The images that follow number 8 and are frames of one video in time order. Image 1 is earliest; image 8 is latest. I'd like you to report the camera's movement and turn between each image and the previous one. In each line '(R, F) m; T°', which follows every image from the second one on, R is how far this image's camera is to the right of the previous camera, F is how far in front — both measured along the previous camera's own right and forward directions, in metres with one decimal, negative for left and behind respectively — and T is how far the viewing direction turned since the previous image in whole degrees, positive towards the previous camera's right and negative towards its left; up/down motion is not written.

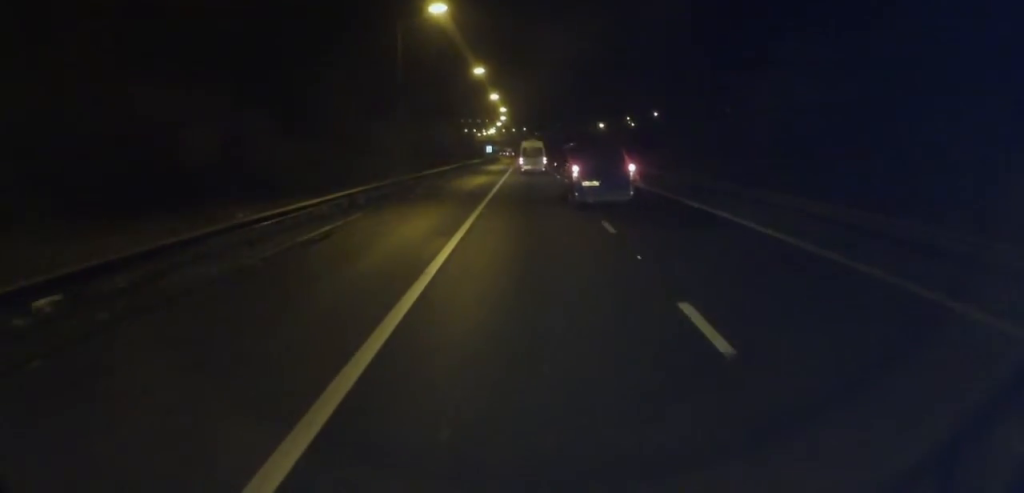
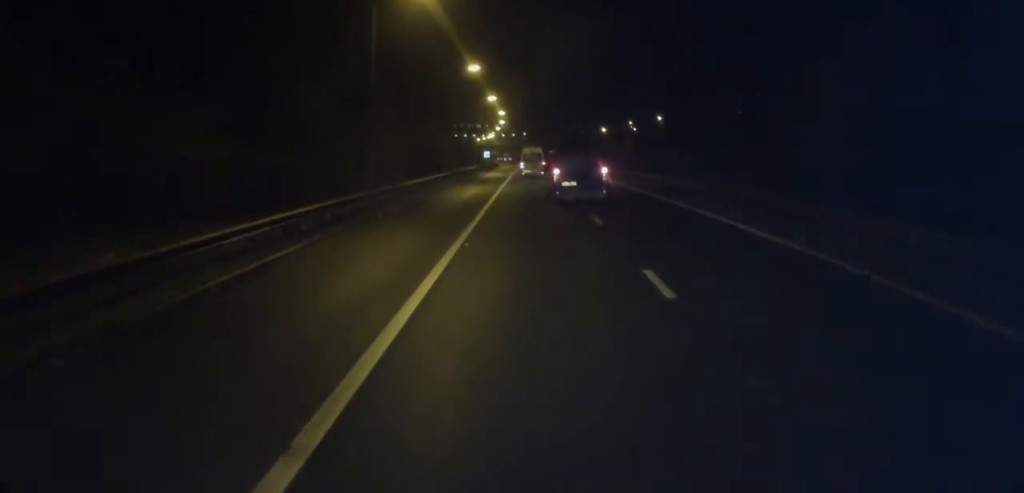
(0.0, +6.2) m; 0°
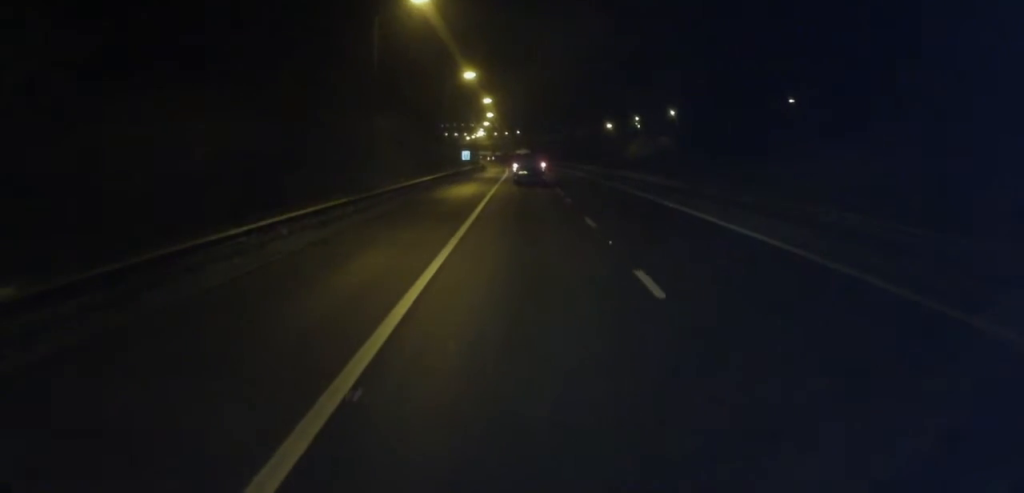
(+1.0, +26.5) m; +2°
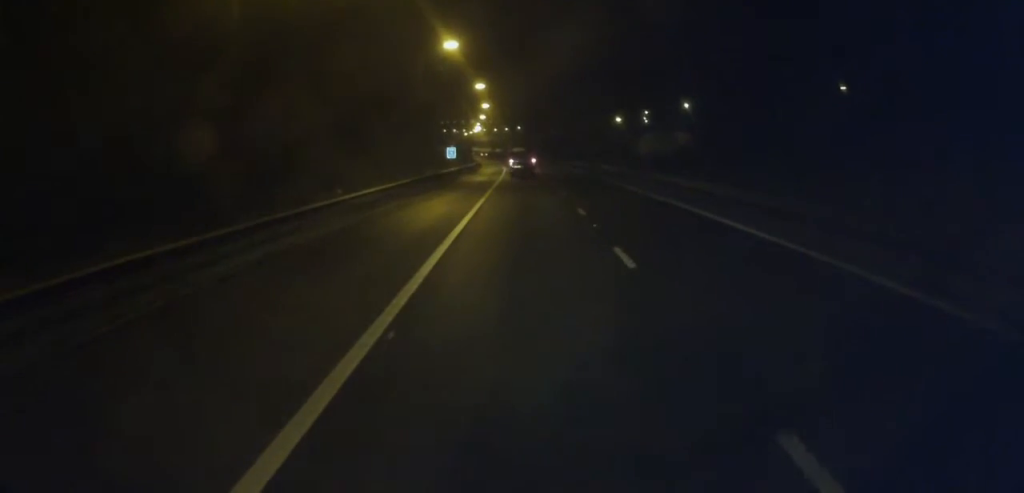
(-0.6, +15.2) m; -1°
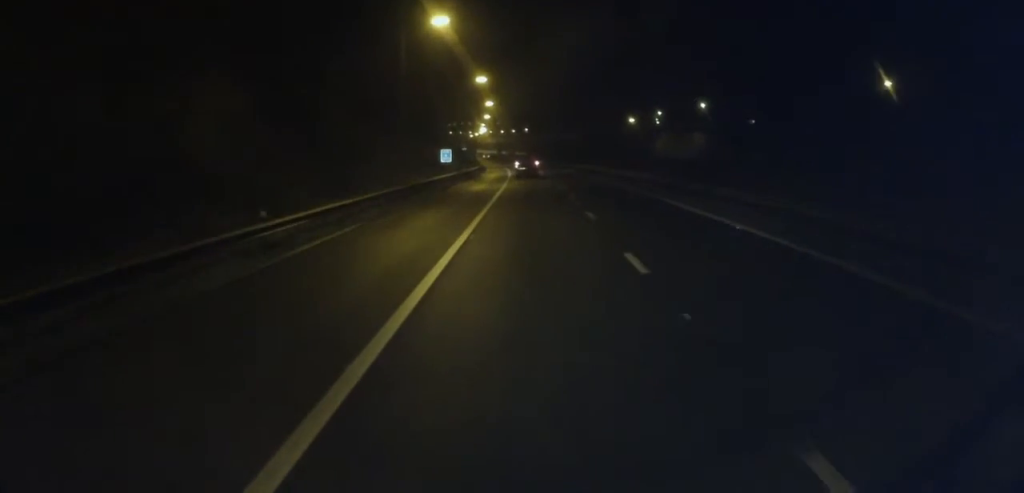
(+0.3, +9.0) m; 0°
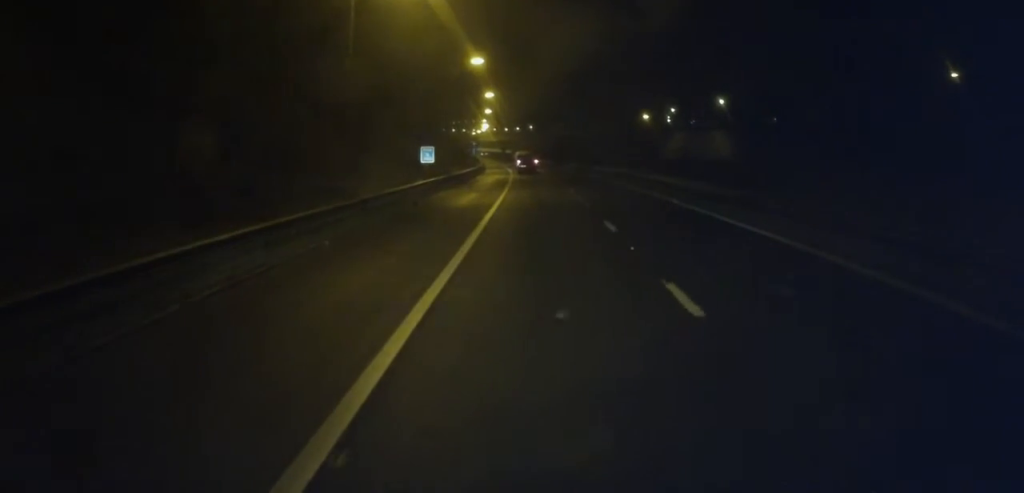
(-0.1, +11.6) m; 0°
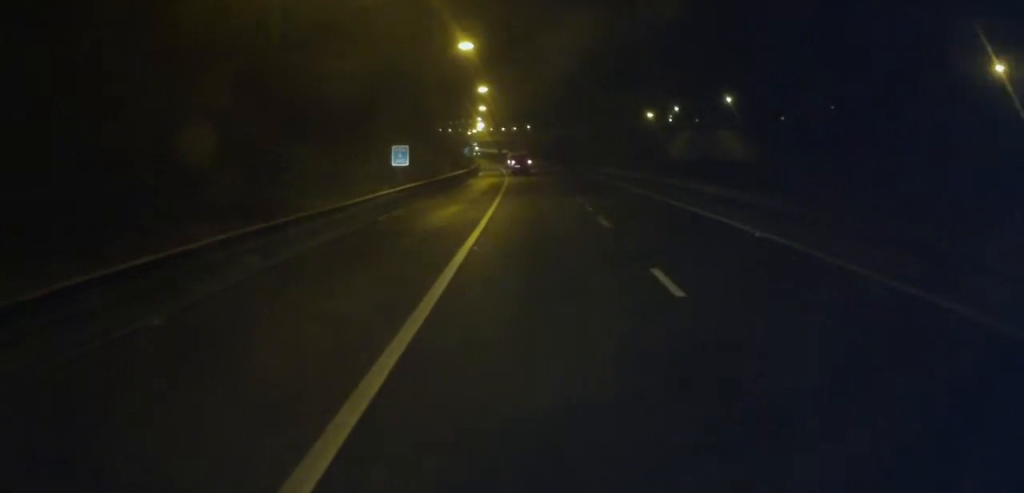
(-0.3, +7.4) m; 0°
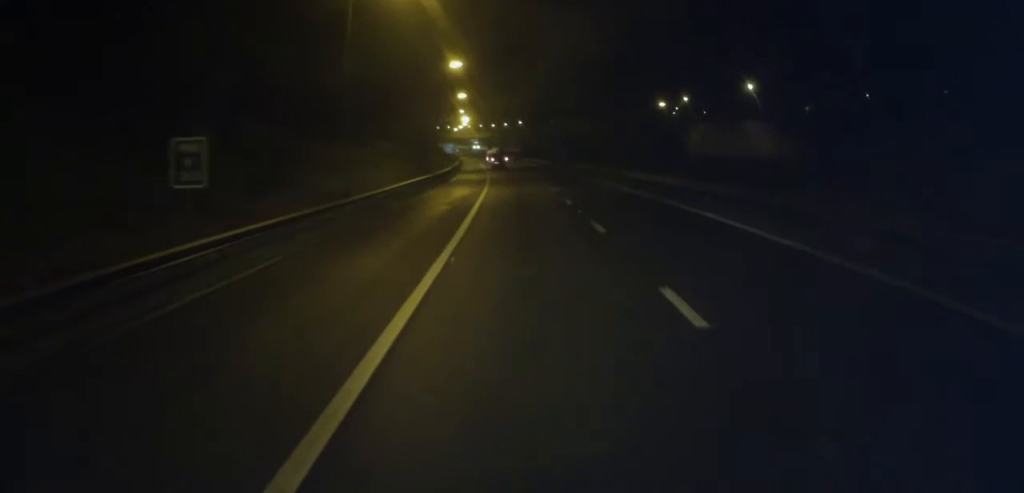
(+0.5, +19.4) m; +1°
